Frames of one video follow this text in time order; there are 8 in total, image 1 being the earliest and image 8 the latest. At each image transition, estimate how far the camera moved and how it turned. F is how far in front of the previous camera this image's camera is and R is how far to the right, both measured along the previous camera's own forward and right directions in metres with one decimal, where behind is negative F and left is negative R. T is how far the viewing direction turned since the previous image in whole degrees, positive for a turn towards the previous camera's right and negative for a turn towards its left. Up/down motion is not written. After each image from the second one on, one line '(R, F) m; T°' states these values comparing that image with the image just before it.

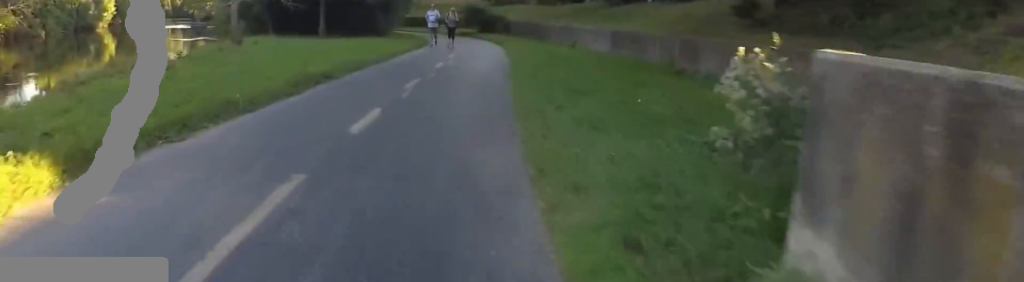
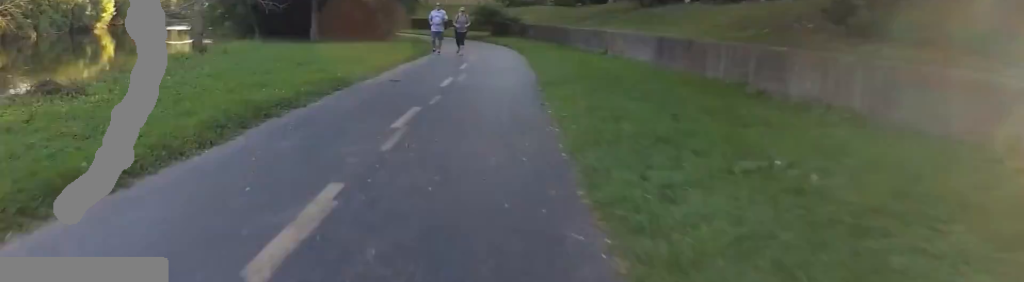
(0.0, +3.8) m; +2°
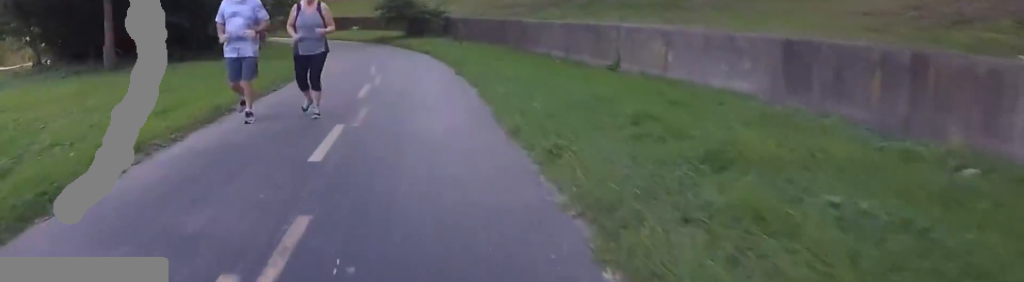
(+0.5, +10.3) m; +2°
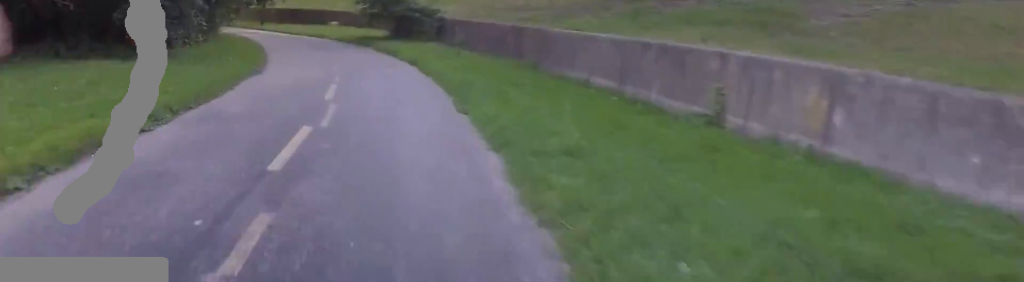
(-0.4, +4.5) m; +1°
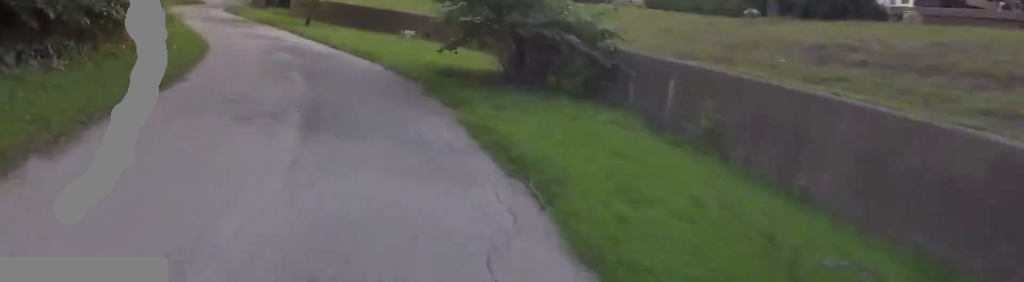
(0.0, +12.2) m; -11°
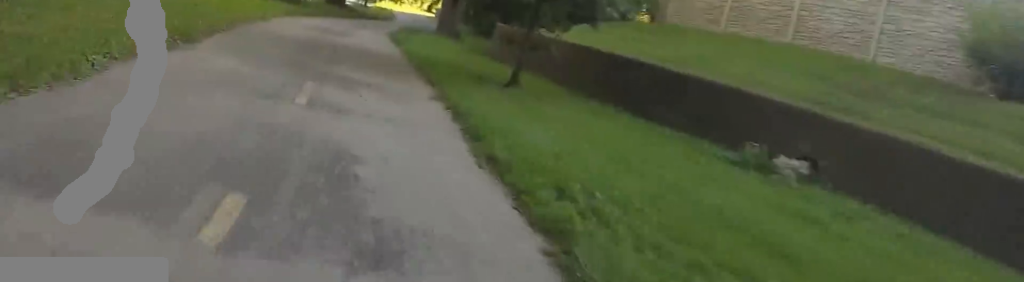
(-2.5, +13.6) m; -16°
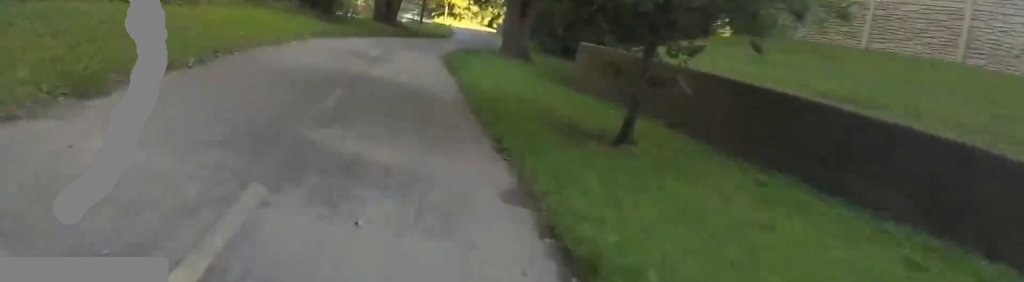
(-0.1, +3.9) m; -2°
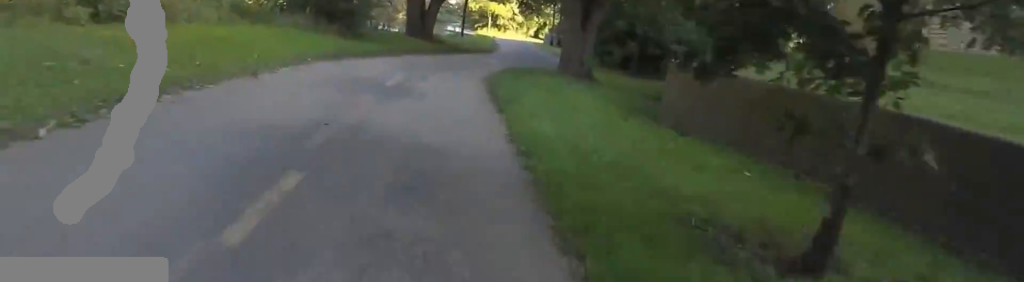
(-0.1, +3.5) m; -2°
